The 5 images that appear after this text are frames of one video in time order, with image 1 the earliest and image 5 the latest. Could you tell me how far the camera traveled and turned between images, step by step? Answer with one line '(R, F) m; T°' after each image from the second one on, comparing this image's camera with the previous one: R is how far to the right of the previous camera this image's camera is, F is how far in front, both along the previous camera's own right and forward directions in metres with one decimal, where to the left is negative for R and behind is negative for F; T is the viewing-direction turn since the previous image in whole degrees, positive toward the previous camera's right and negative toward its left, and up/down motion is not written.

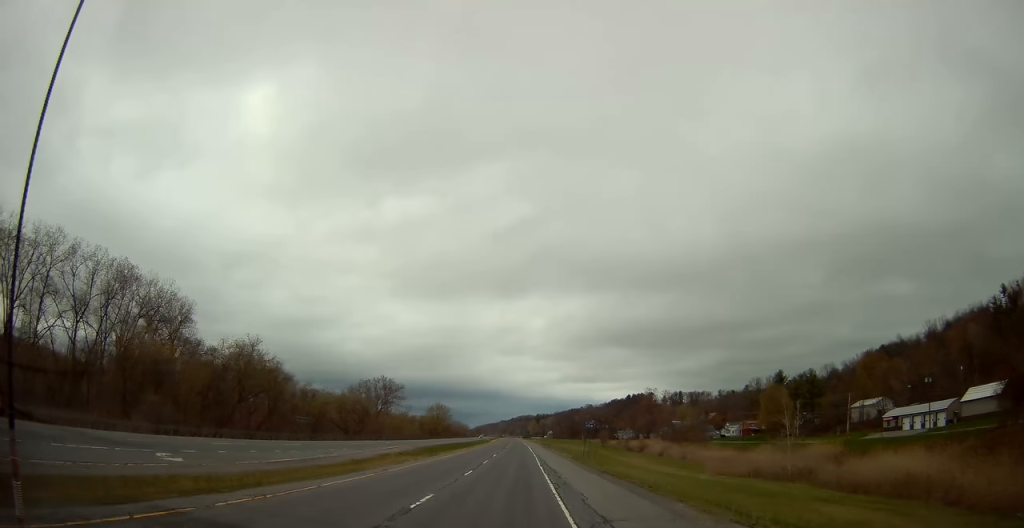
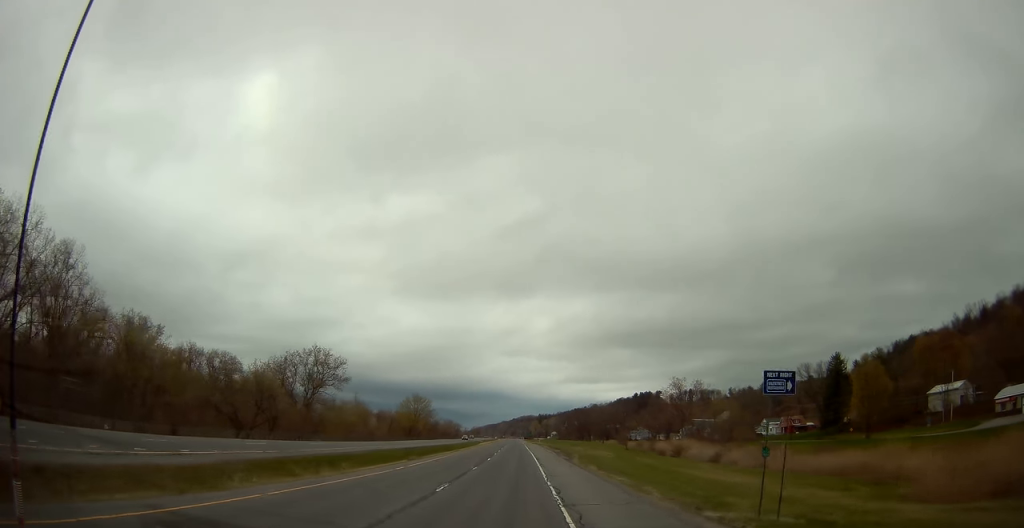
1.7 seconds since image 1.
(+0.8, +44.3) m; 0°
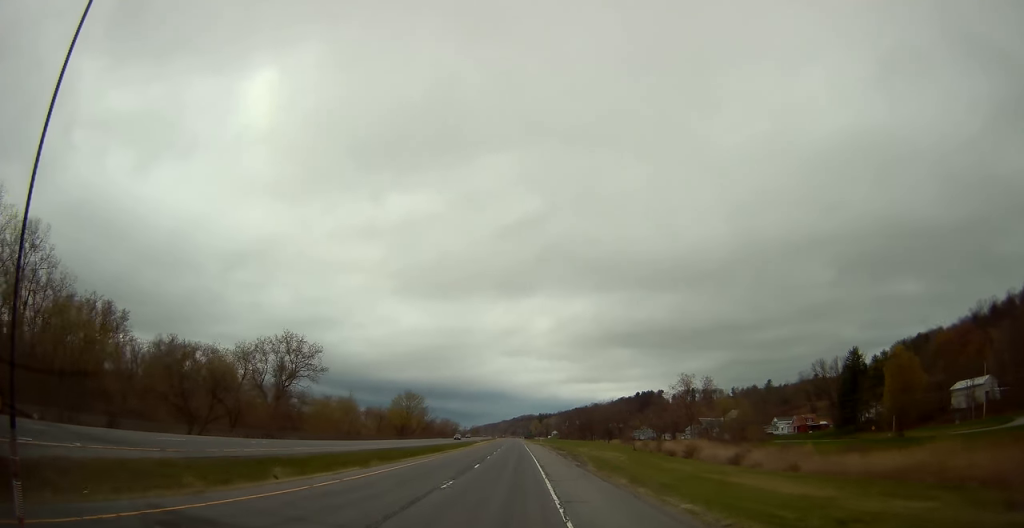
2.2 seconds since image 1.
(0.0, +11.0) m; 0°
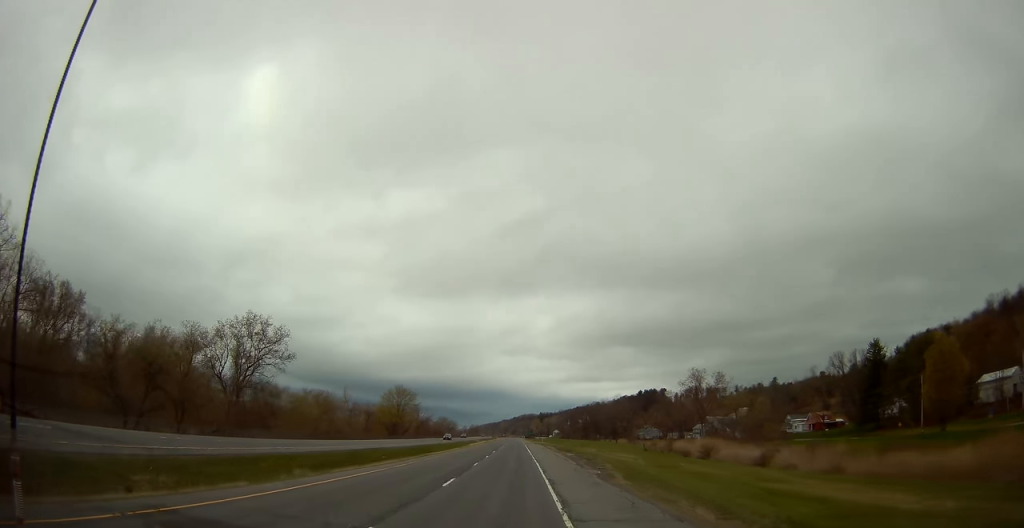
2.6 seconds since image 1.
(-0.2, +11.8) m; 0°
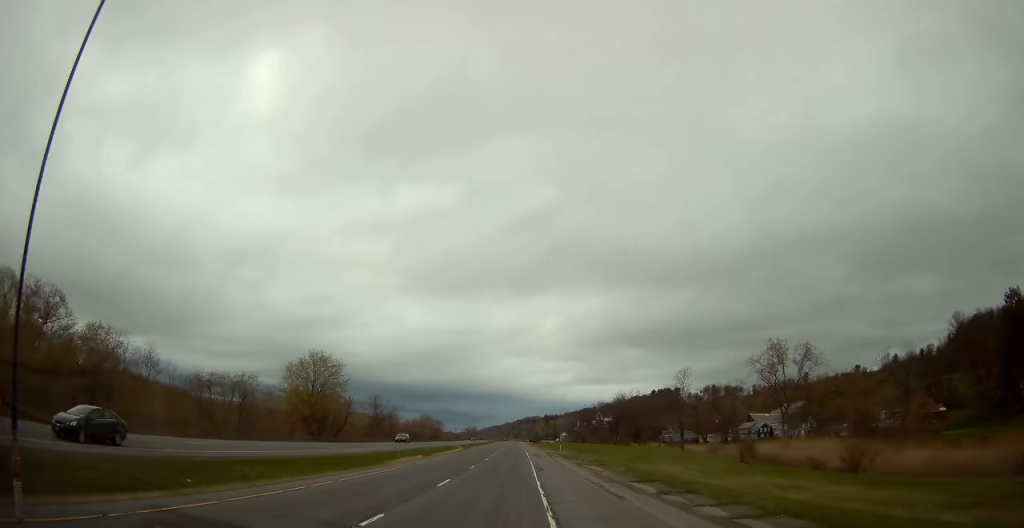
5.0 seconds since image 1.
(-0.2, +59.1) m; -1°
